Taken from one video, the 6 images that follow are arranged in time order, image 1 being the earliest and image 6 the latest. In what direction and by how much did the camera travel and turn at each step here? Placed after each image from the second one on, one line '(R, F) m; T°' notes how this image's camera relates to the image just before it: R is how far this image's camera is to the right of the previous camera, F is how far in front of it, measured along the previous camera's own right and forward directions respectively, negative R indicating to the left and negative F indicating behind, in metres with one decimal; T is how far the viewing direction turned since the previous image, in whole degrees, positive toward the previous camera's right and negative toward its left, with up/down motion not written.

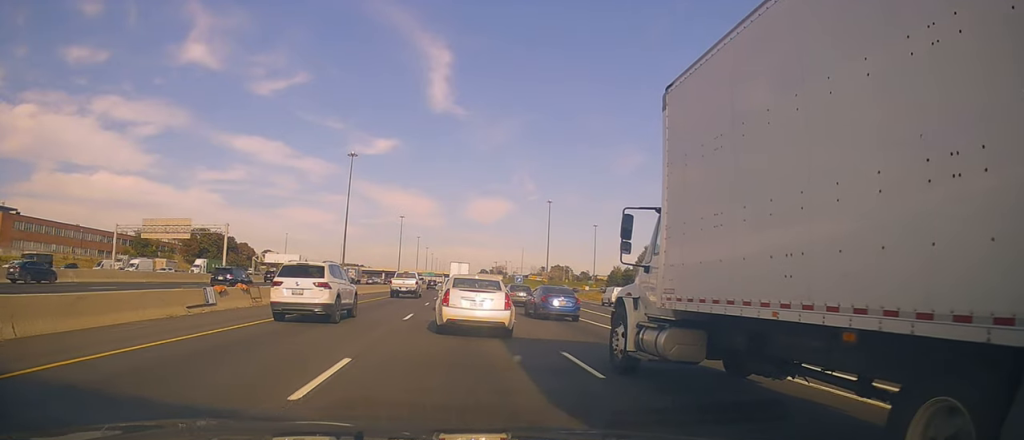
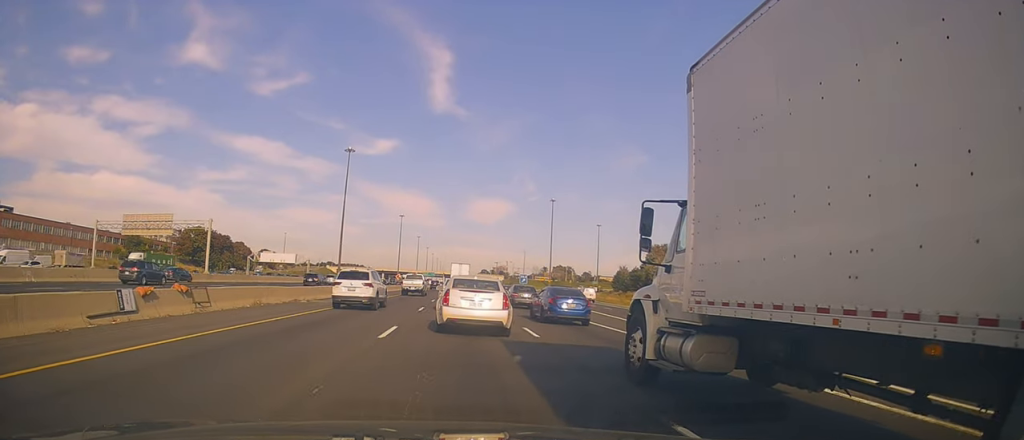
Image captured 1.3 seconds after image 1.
(+0.1, +6.0) m; -5°
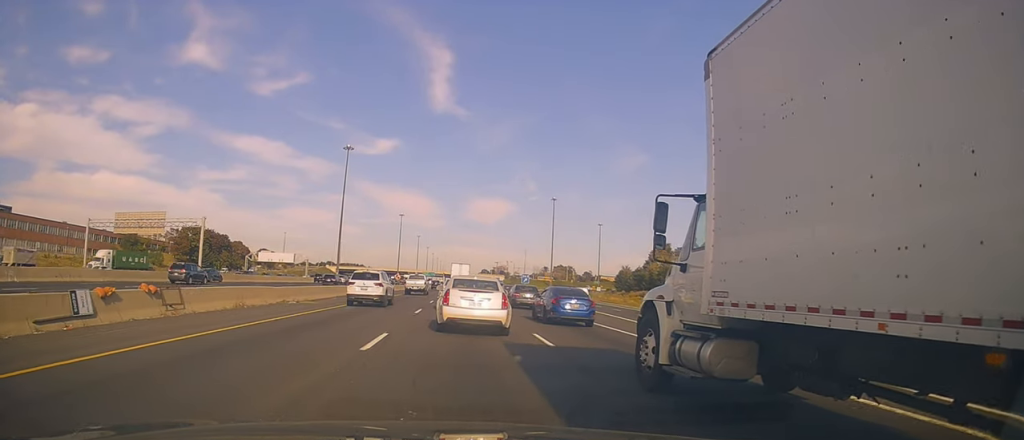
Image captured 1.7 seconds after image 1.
(+0.1, +2.2) m; -4°
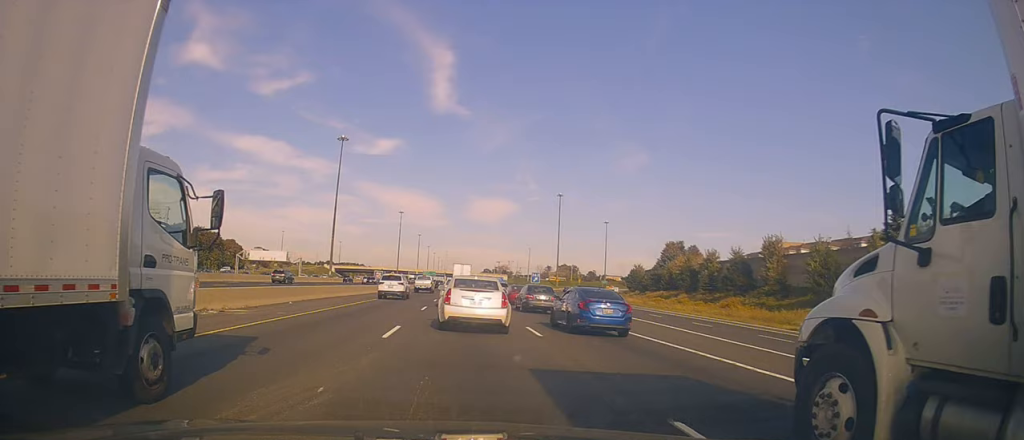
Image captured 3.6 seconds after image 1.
(-0.8, +8.9) m; +6°
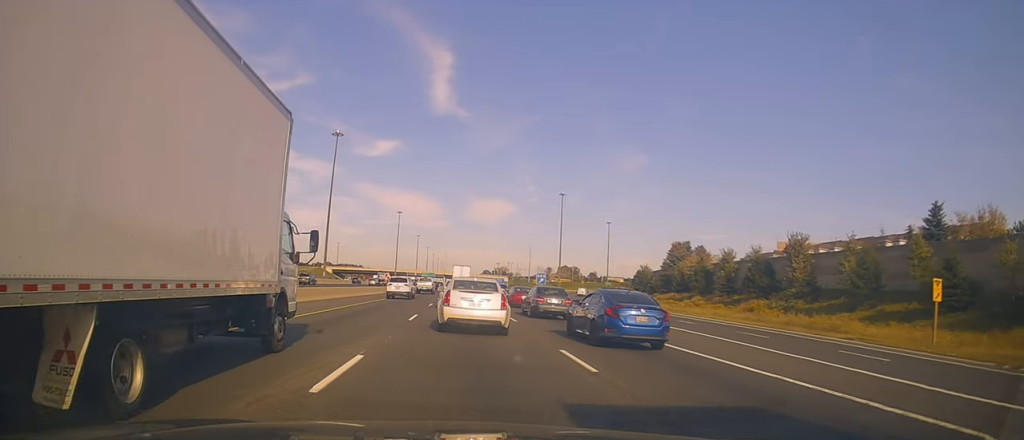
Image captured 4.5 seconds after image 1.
(+0.6, +5.5) m; -2°
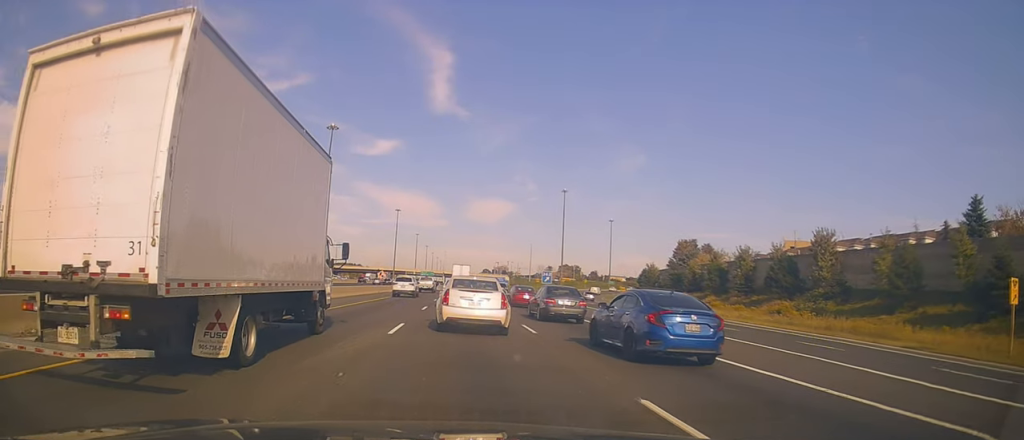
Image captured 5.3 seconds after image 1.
(-0.6, +4.9) m; -1°
